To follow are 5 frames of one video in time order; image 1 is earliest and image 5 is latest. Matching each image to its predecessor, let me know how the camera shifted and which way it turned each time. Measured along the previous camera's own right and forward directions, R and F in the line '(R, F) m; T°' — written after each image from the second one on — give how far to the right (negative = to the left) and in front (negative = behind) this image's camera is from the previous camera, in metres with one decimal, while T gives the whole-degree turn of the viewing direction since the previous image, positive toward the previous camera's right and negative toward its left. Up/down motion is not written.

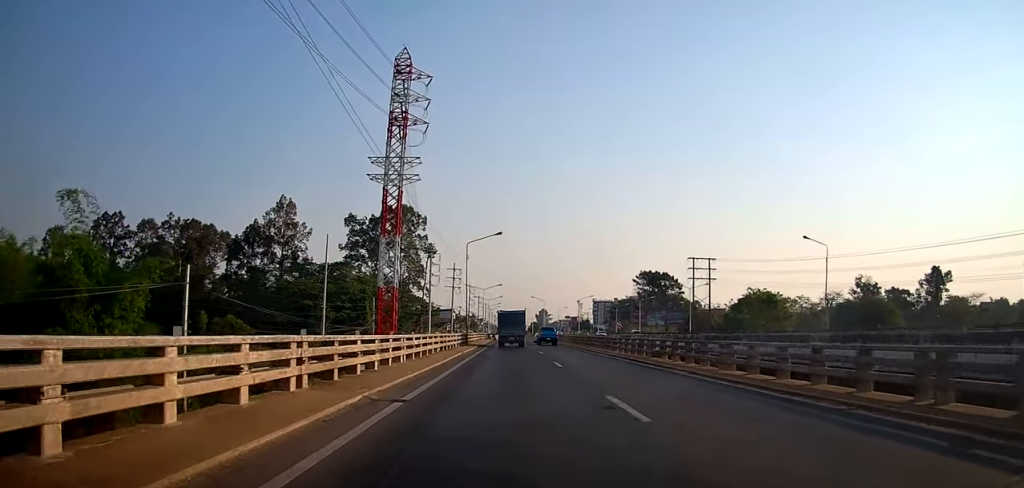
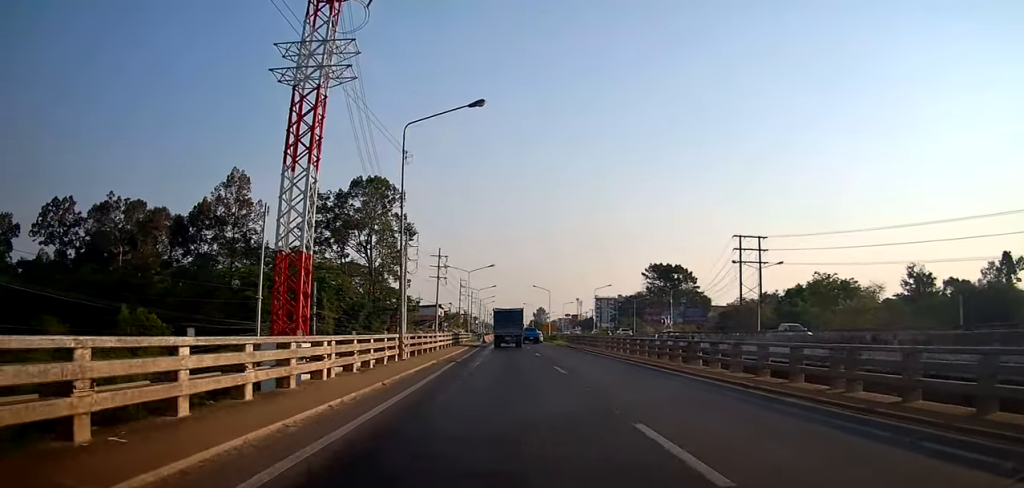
(-0.6, +27.5) m; -3°
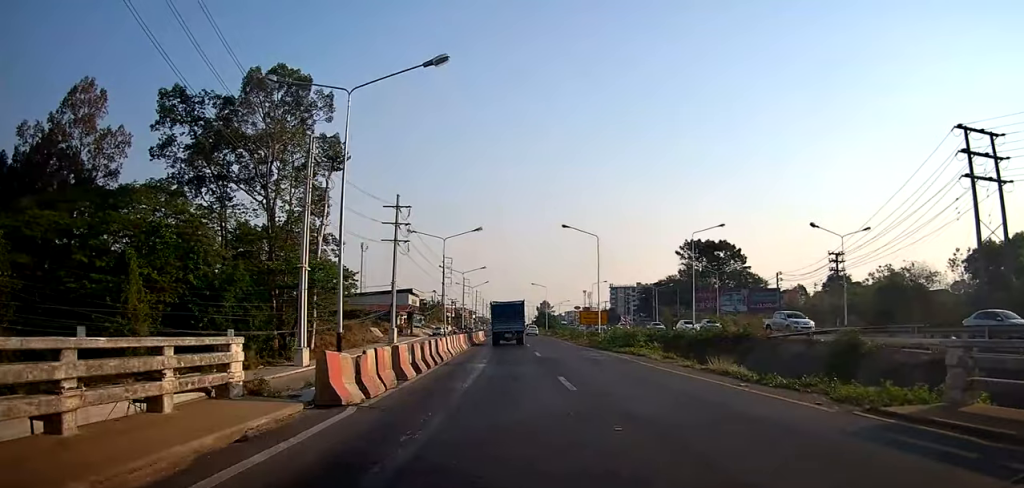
(+0.7, +53.9) m; +1°
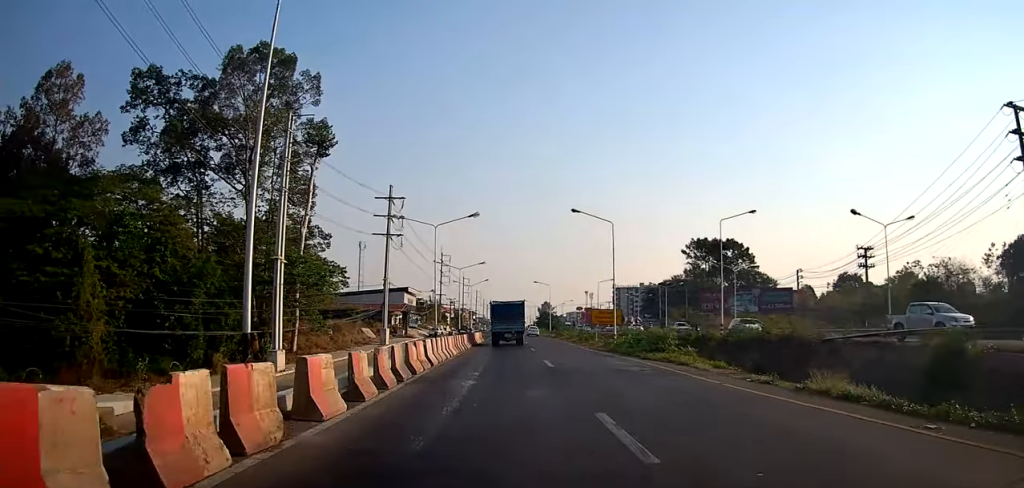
(0.0, +6.2) m; 0°
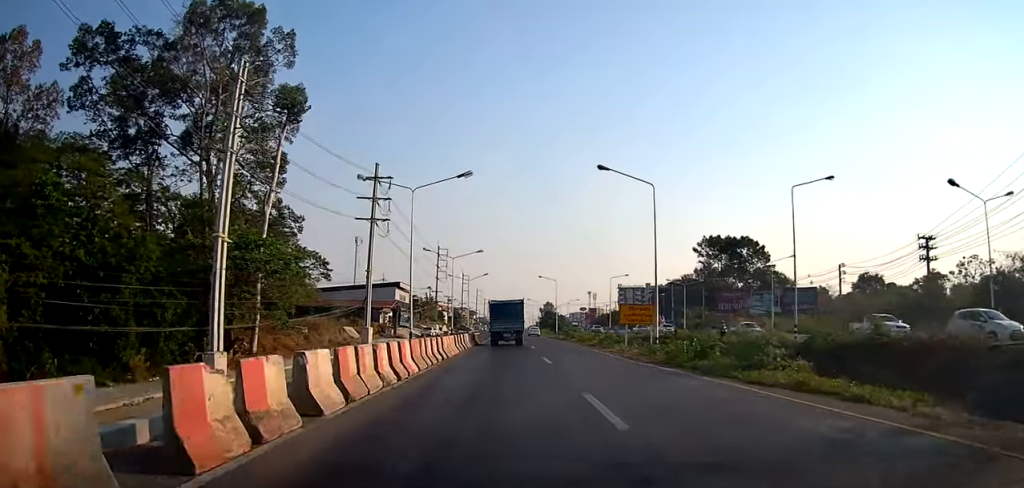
(0.0, +10.8) m; 0°
